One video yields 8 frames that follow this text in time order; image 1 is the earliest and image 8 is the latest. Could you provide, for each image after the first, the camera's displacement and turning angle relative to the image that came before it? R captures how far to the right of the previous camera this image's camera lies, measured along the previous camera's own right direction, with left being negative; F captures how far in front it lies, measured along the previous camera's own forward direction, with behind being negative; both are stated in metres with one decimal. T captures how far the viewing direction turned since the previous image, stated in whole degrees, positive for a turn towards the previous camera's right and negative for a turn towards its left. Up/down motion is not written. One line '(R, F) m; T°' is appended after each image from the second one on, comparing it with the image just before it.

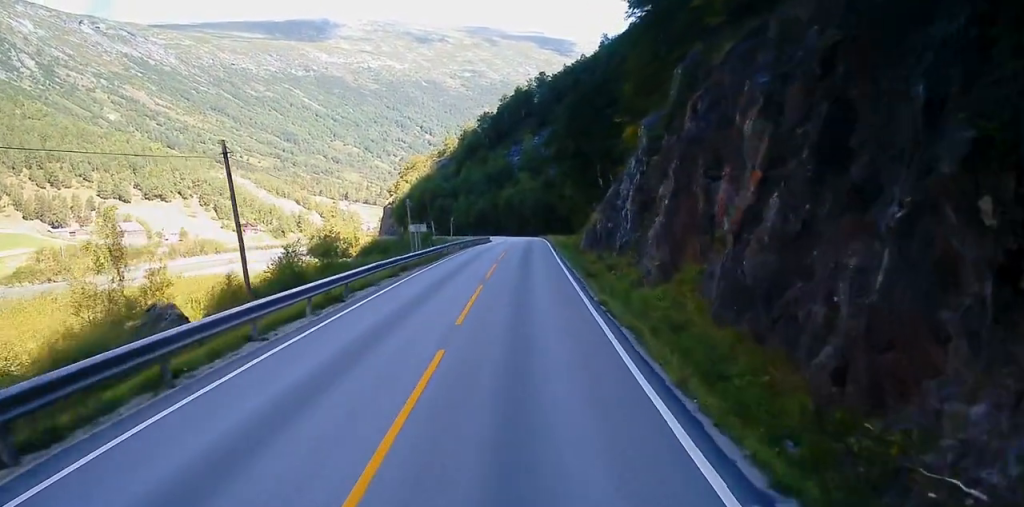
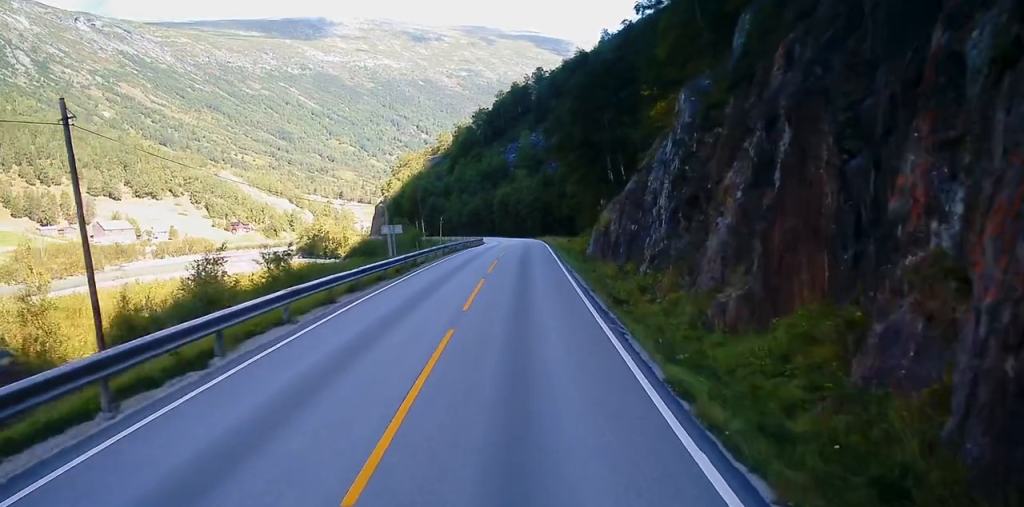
(+0.2, +10.1) m; 0°
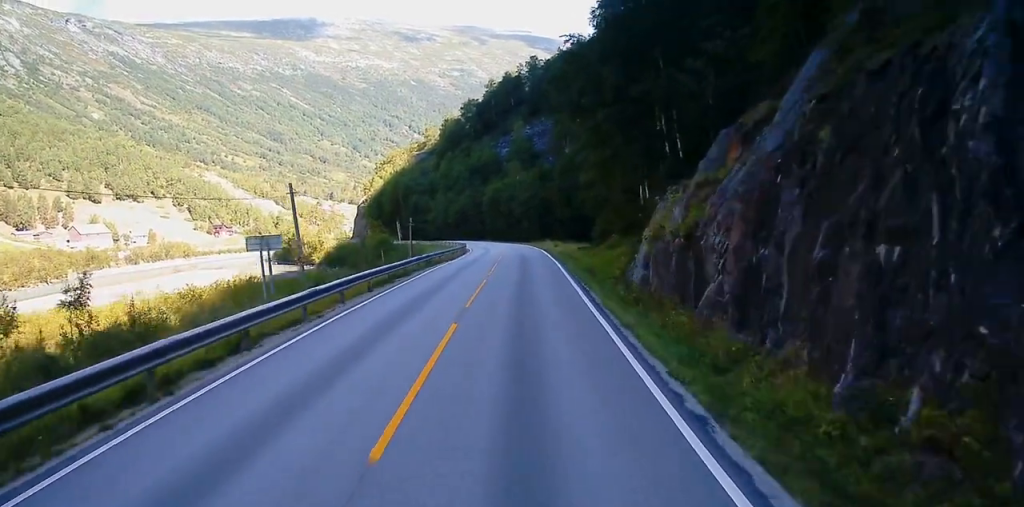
(-0.1, +23.1) m; +1°
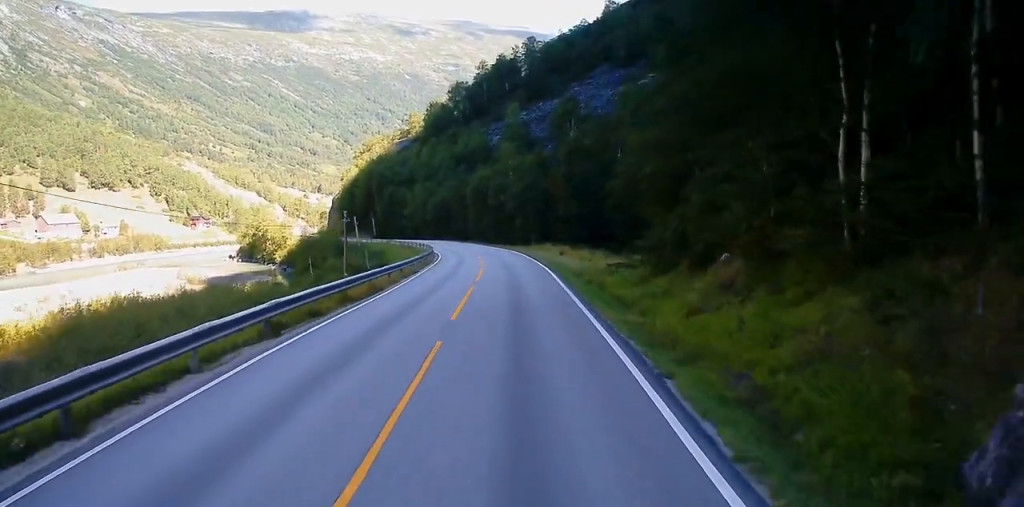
(0.0, +26.3) m; -1°
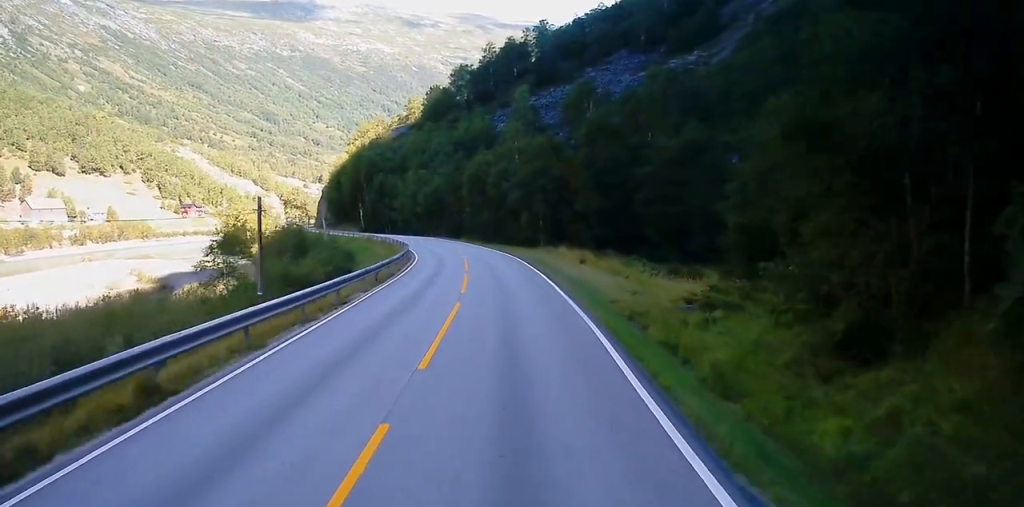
(-0.3, +18.0) m; -1°
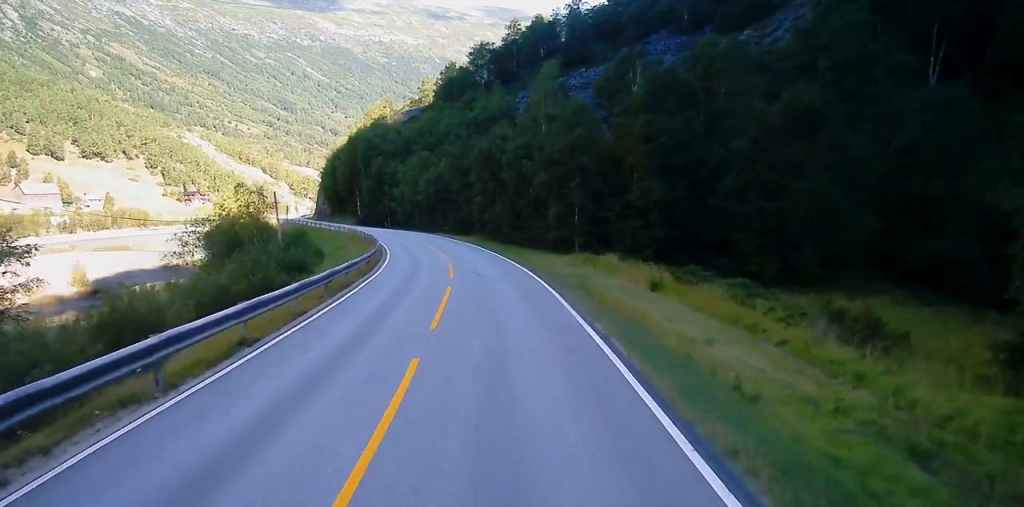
(+0.1, +20.7) m; 0°
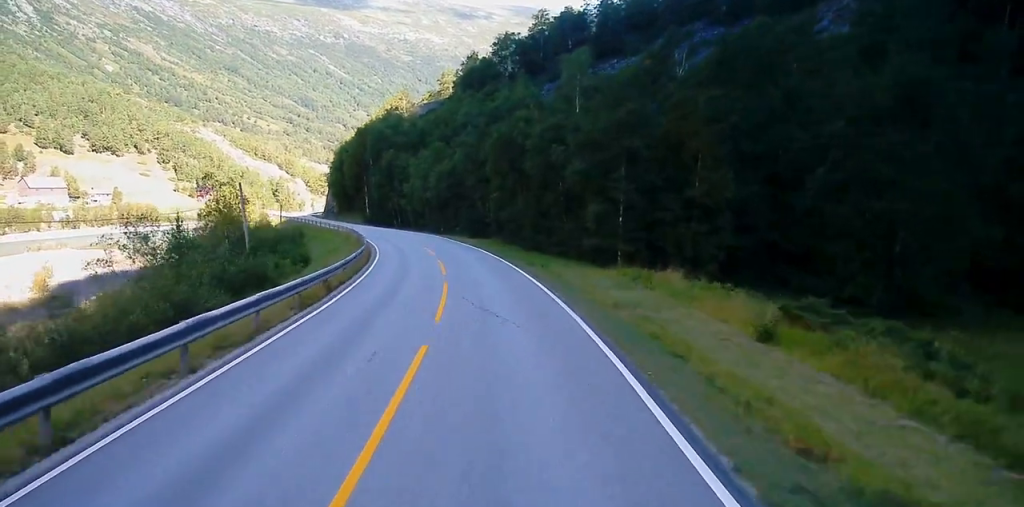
(-0.2, +11.2) m; -2°
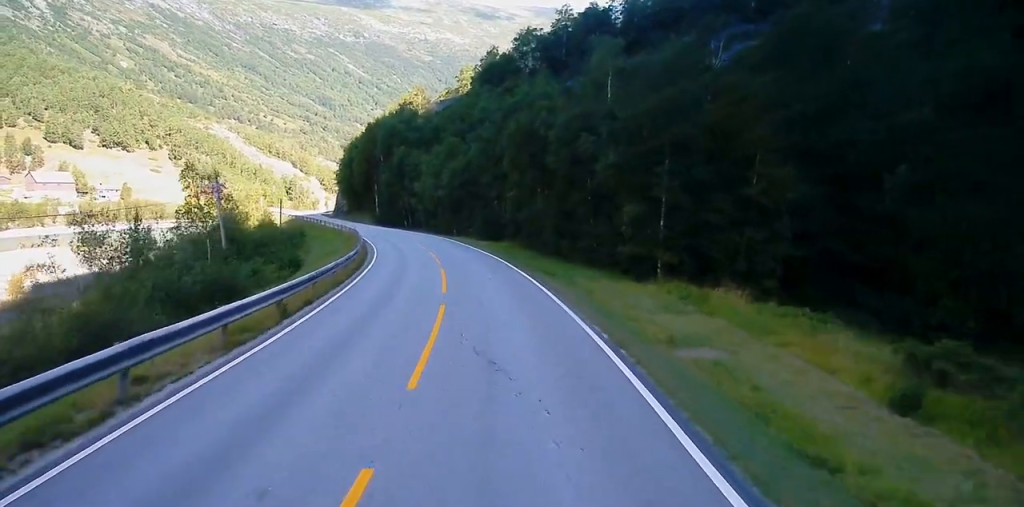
(0.0, +6.3) m; -1°
